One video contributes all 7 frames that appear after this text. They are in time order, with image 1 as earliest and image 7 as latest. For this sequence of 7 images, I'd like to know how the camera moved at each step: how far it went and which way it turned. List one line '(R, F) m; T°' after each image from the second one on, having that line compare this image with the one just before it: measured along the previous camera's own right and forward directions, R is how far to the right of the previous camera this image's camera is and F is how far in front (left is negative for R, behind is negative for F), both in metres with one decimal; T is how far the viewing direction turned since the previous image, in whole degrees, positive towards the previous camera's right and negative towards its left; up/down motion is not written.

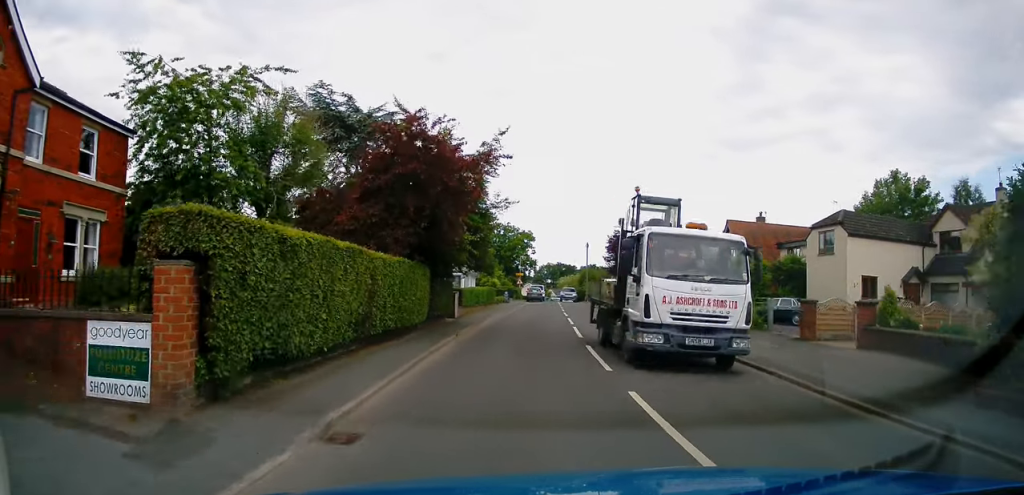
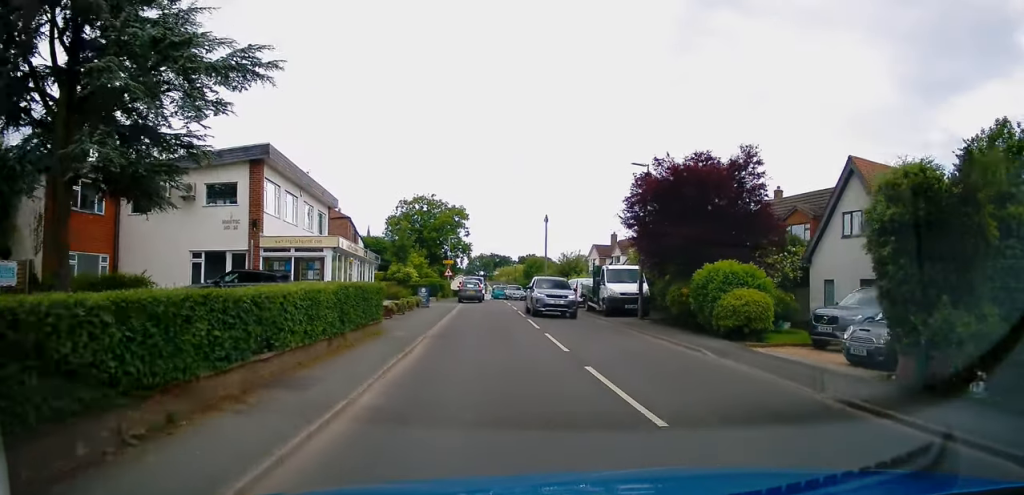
(+1.7, +23.4) m; +7°
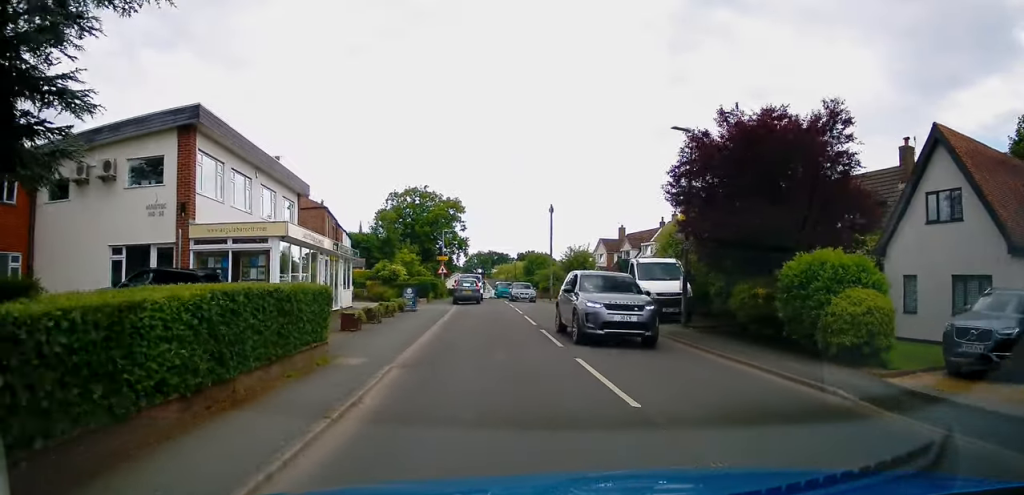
(+0.1, +5.6) m; +1°
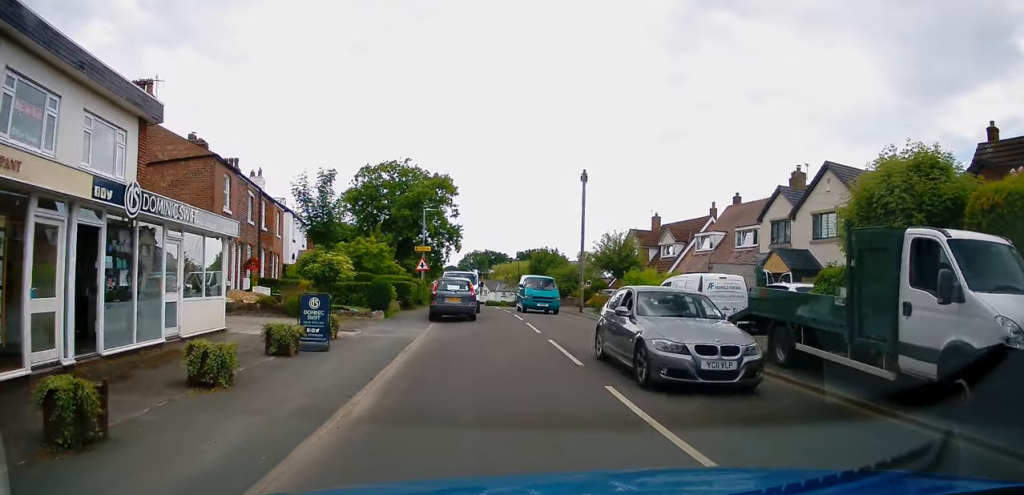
(+0.2, +15.5) m; +2°
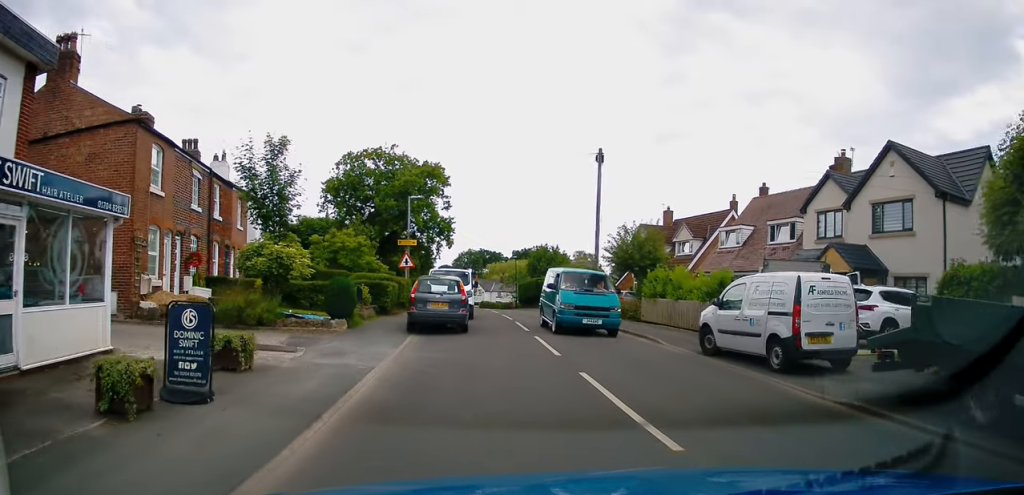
(+0.2, +5.3) m; +1°
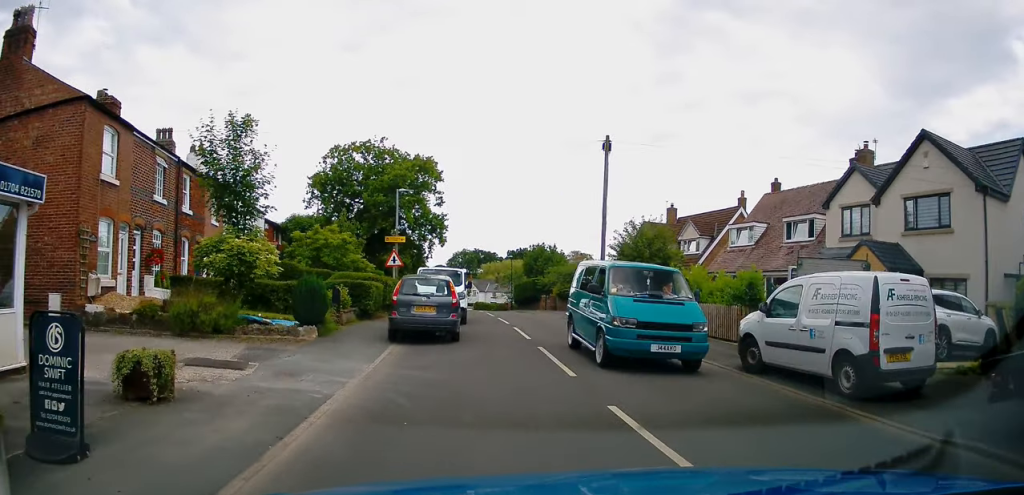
(-0.1, +2.4) m; +1°
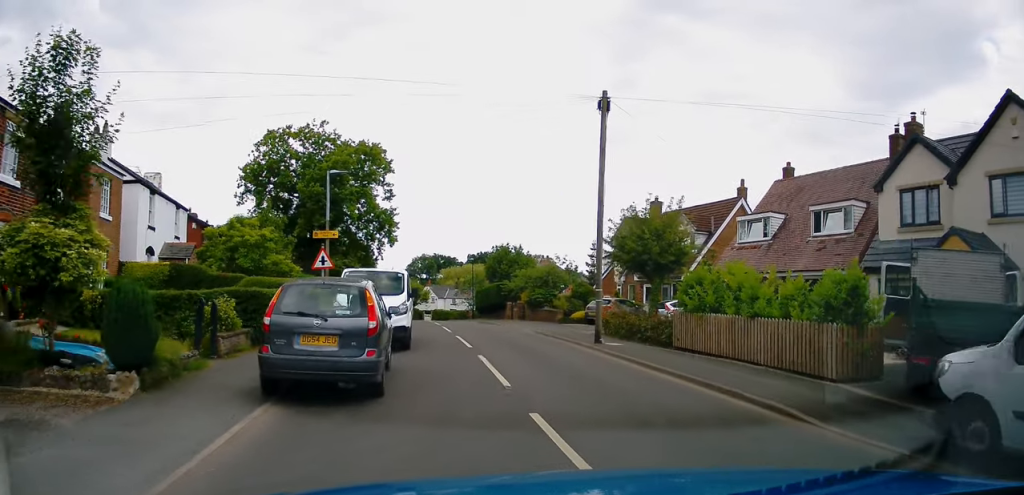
(+0.3, +6.6) m; +3°
